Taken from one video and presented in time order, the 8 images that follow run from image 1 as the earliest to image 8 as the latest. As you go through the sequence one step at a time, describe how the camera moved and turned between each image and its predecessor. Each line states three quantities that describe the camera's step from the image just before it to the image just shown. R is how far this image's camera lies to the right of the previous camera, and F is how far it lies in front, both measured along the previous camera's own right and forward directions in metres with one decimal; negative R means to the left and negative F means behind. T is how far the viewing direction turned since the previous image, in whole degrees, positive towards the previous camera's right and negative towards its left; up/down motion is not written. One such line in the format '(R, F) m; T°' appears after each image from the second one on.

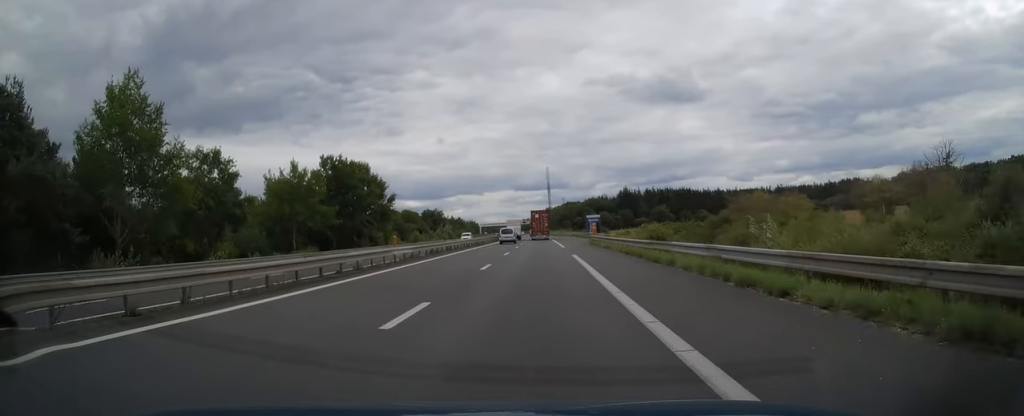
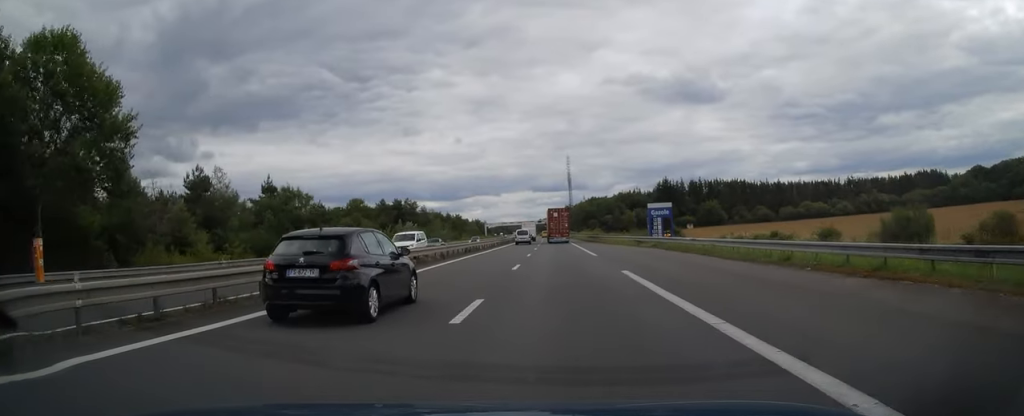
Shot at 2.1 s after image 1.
(-0.5, +63.8) m; -1°
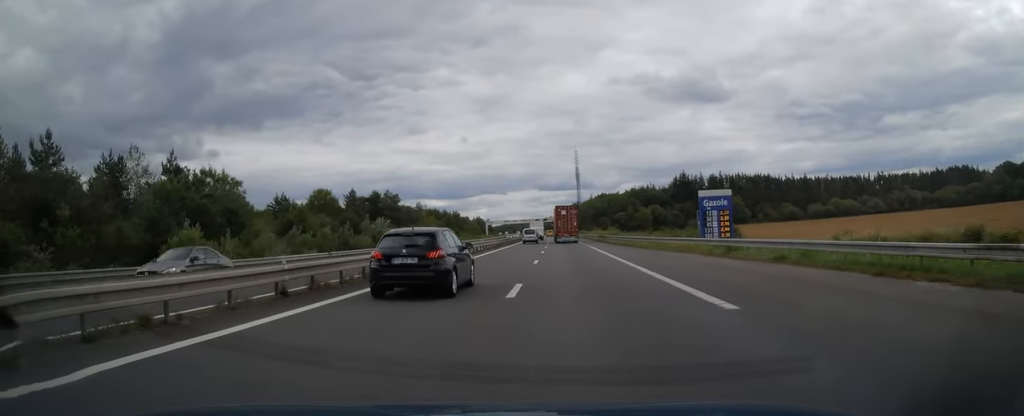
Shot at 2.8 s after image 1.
(0.0, +22.1) m; -1°
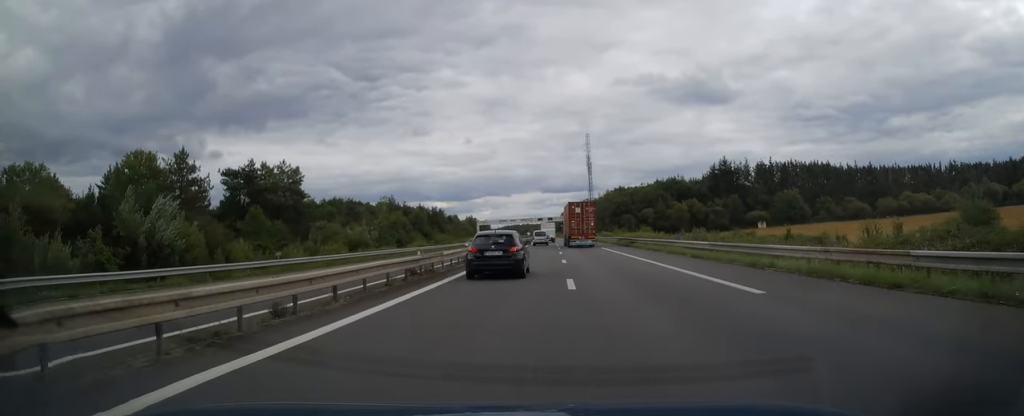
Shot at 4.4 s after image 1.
(-0.7, +49.1) m; -1°
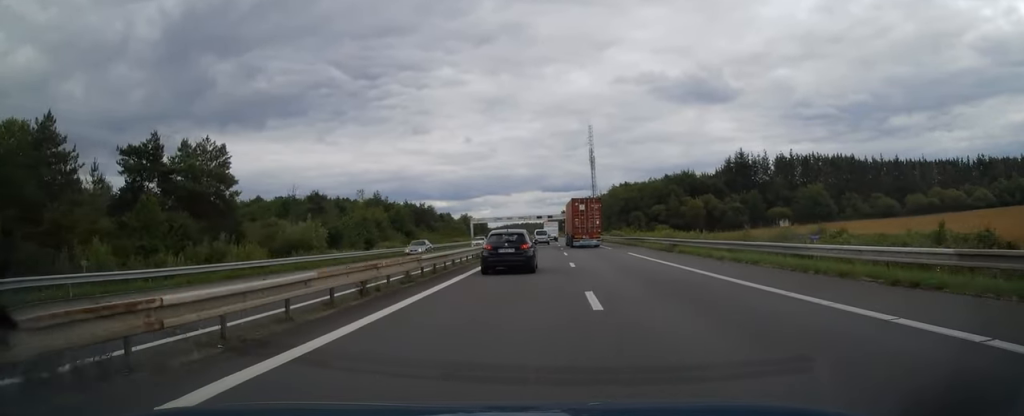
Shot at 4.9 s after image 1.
(0.0, +16.7) m; 0°
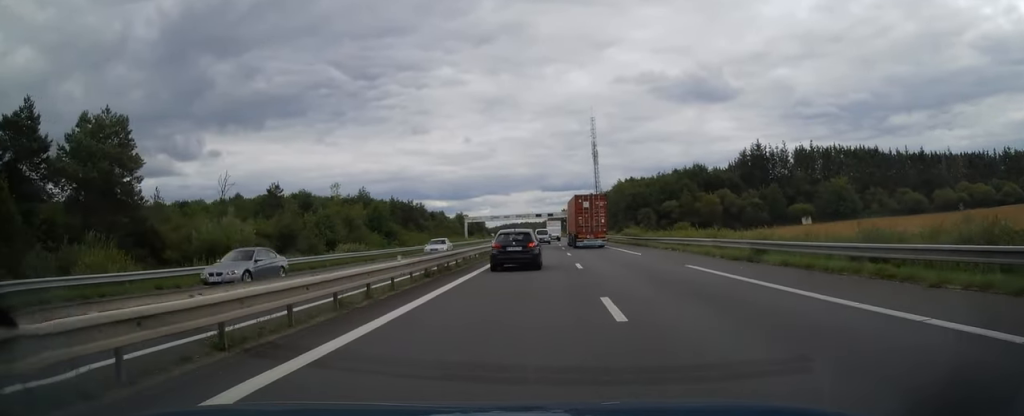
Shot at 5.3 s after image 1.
(0.0, +14.2) m; 0°
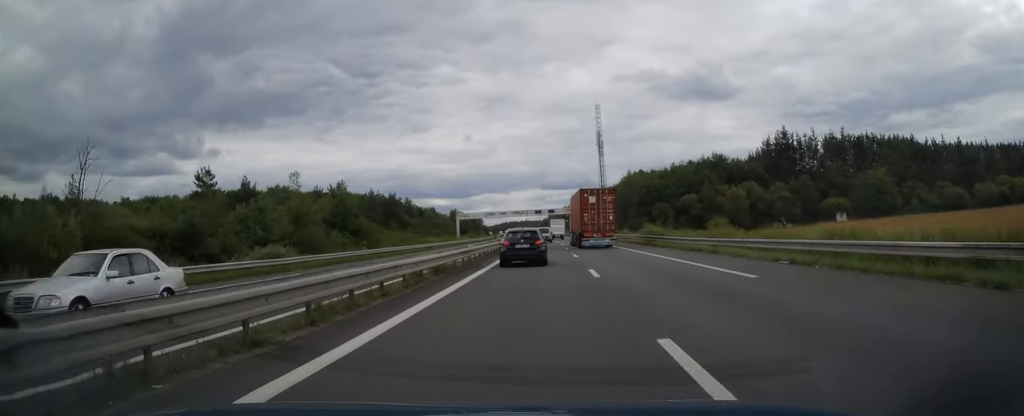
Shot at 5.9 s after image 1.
(0.0, +17.5) m; 0°
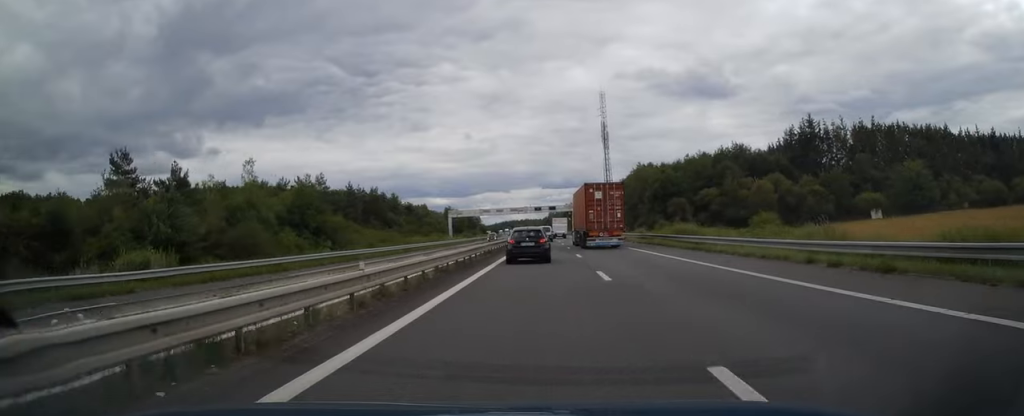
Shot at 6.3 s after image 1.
(-0.1, +14.4) m; 0°
